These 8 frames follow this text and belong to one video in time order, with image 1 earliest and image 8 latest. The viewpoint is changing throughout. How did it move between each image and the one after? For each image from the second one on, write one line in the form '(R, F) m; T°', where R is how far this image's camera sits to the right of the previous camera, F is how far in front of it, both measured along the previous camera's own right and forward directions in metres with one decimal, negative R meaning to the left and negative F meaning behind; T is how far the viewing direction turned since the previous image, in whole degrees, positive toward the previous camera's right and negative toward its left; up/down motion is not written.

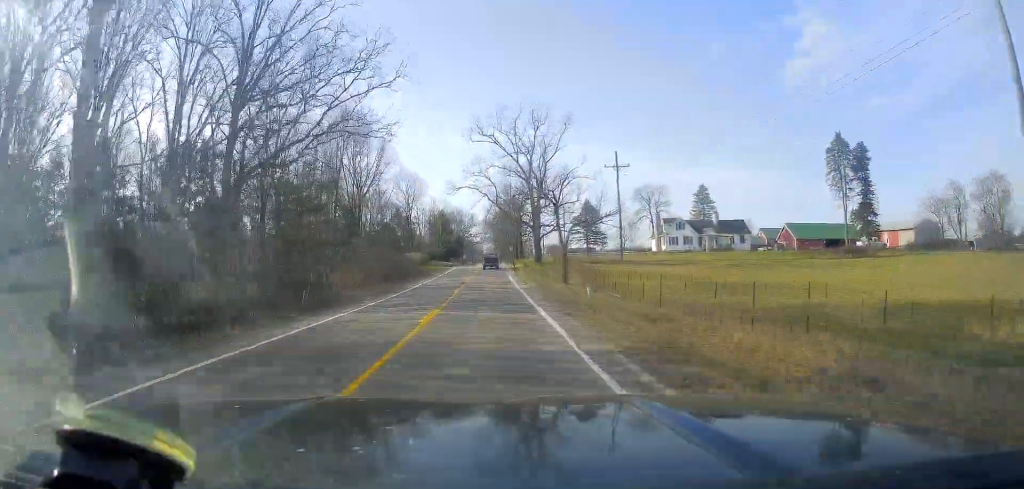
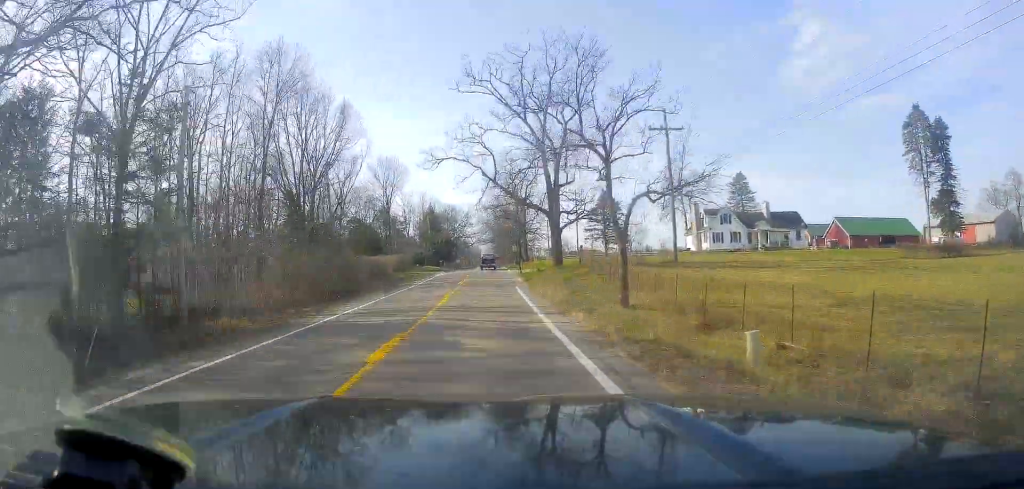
(0.0, +21.6) m; 0°
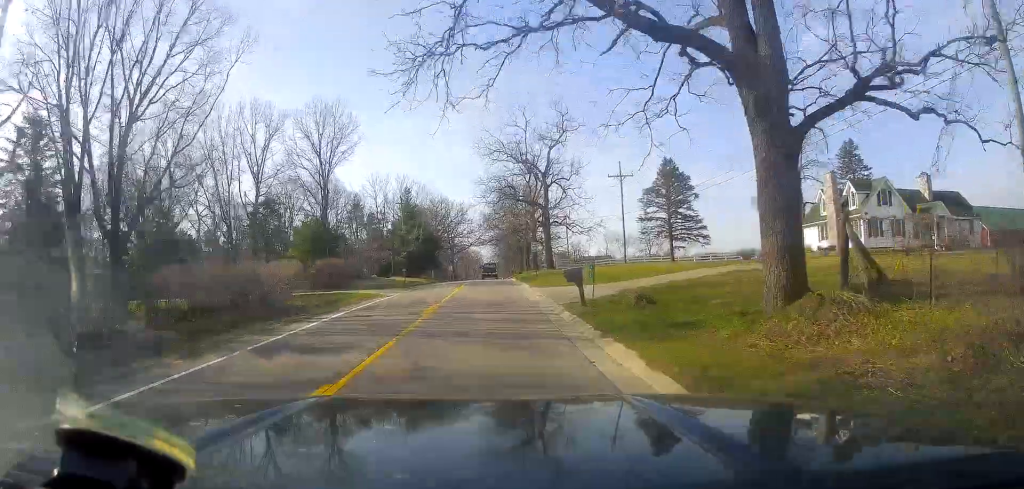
(-0.2, +36.6) m; +1°
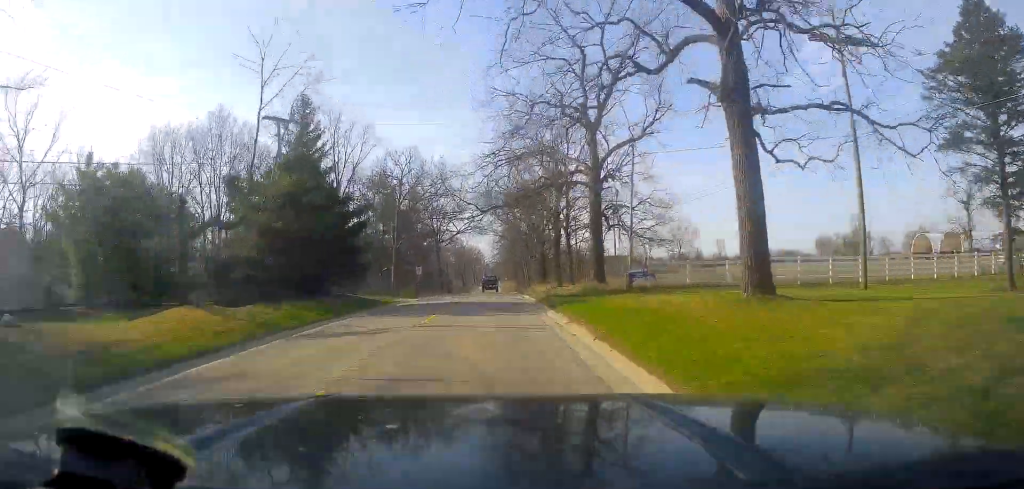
(+1.5, +47.7) m; +1°
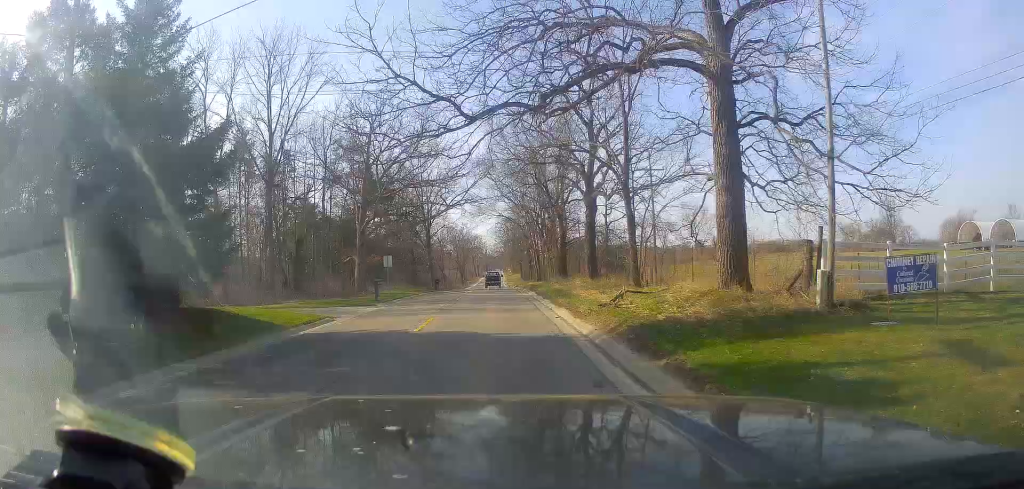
(-0.2, +19.2) m; -1°
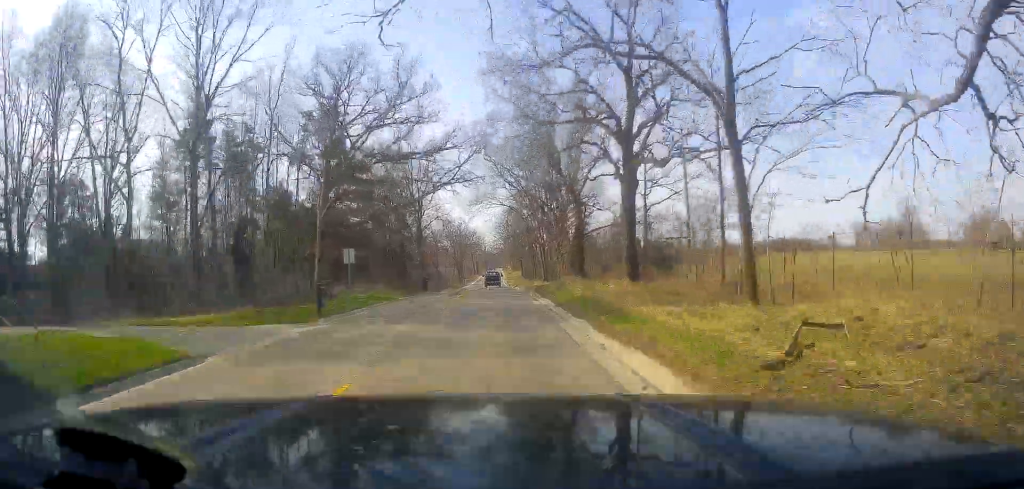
(0.0, +11.3) m; -1°
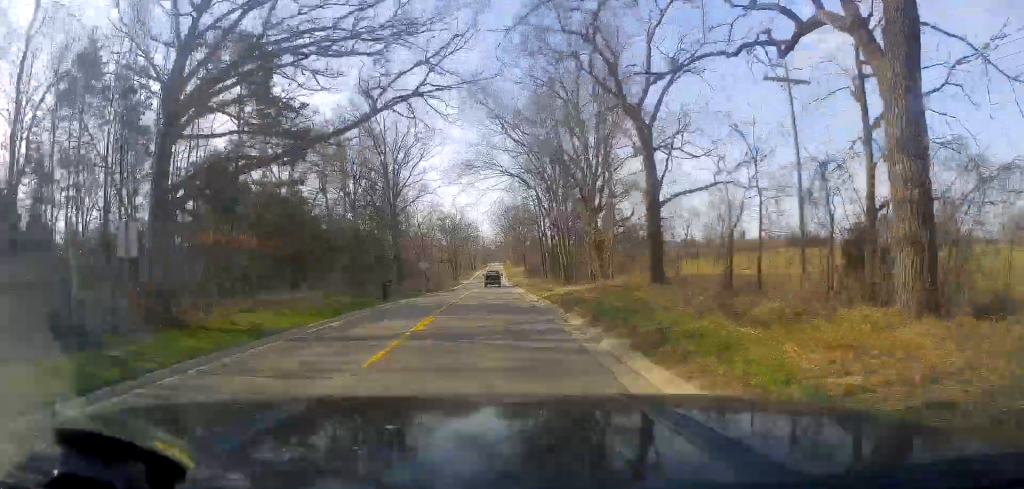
(-0.3, +20.0) m; -1°
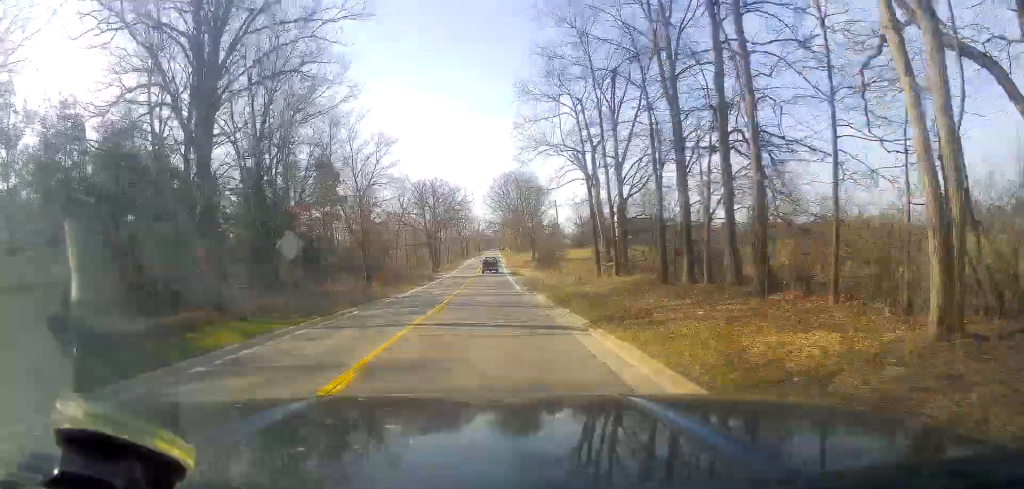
(+0.3, +40.4) m; +2°
